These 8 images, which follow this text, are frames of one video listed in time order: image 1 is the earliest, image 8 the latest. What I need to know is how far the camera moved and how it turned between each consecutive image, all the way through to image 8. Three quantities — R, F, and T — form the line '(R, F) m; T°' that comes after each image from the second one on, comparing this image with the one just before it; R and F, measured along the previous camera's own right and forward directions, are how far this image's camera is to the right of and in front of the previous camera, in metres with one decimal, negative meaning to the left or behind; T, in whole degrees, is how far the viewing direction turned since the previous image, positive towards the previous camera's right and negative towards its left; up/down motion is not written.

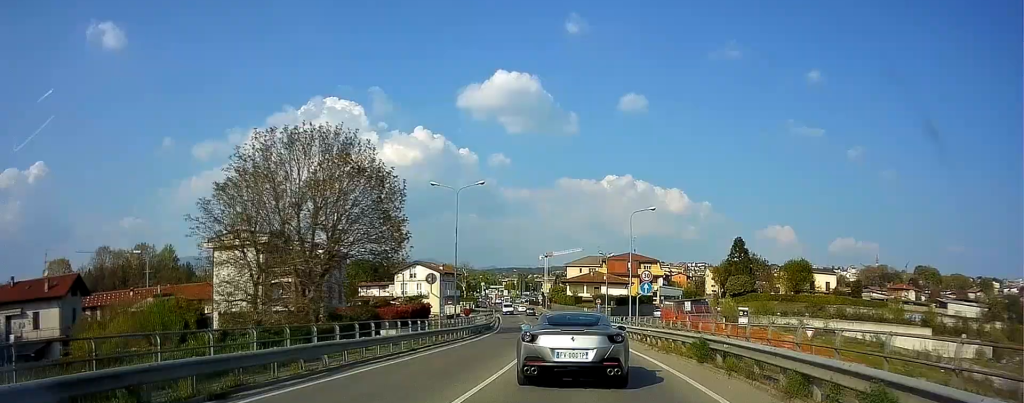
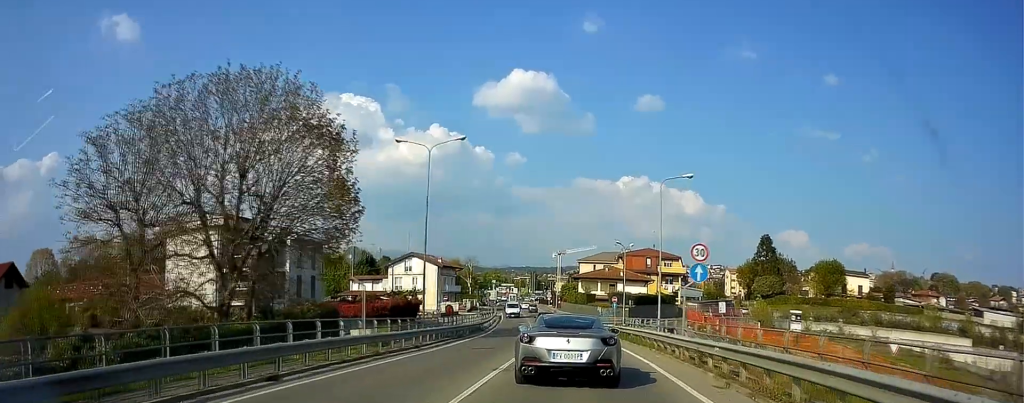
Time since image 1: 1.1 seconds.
(0.0, +11.9) m; -1°
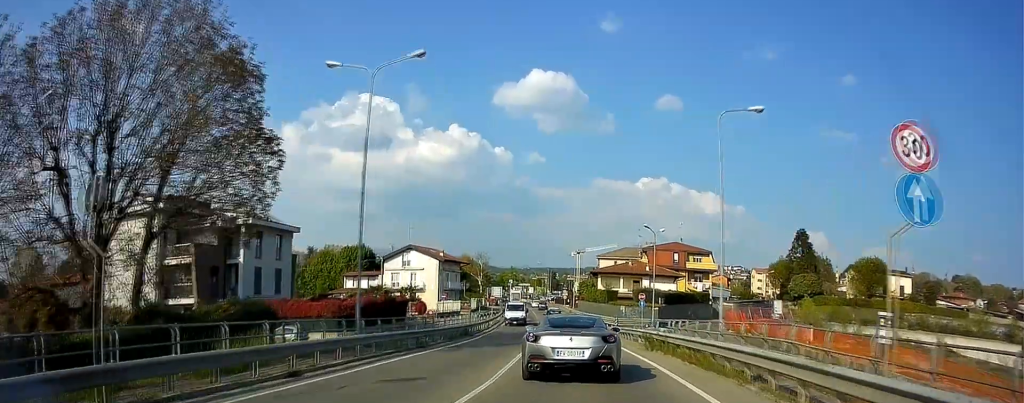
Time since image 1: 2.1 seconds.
(-0.1, +12.3) m; -2°
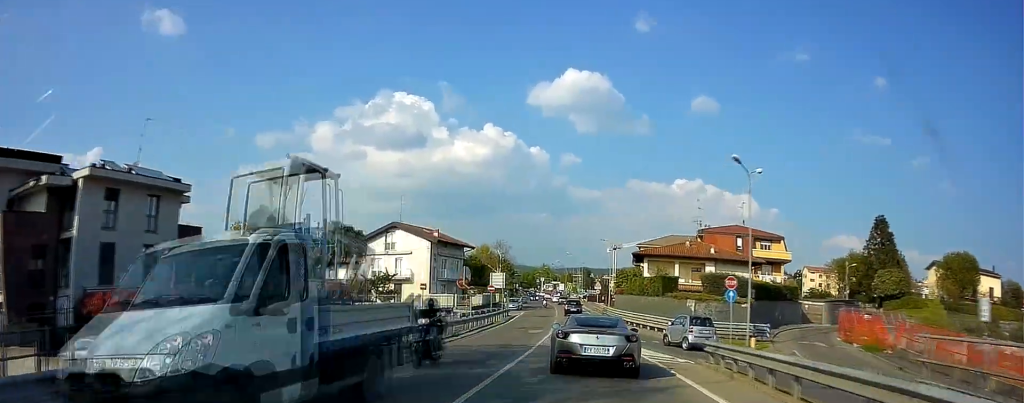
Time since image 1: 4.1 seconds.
(-1.1, +21.9) m; -5°
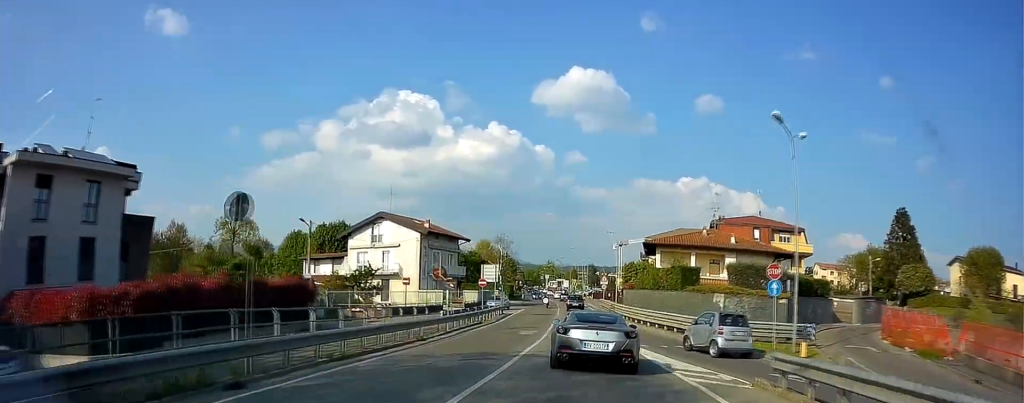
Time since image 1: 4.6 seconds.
(-0.1, +5.3) m; 0°
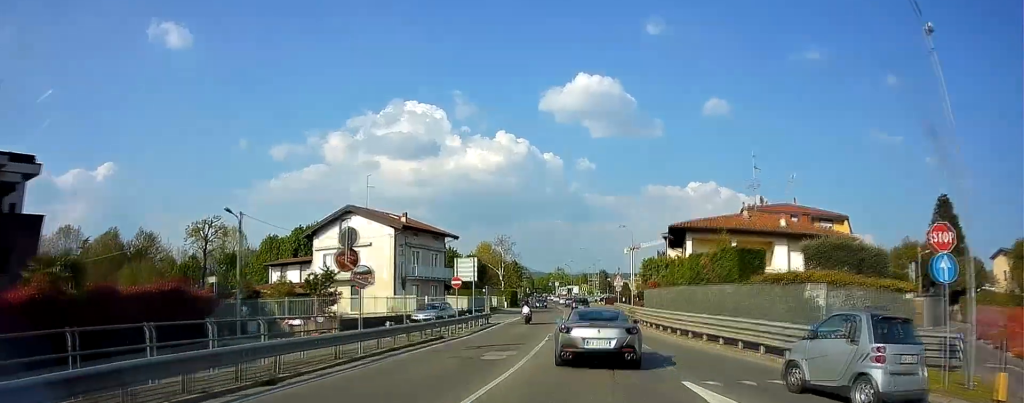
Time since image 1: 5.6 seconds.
(+0.2, +10.4) m; -1°
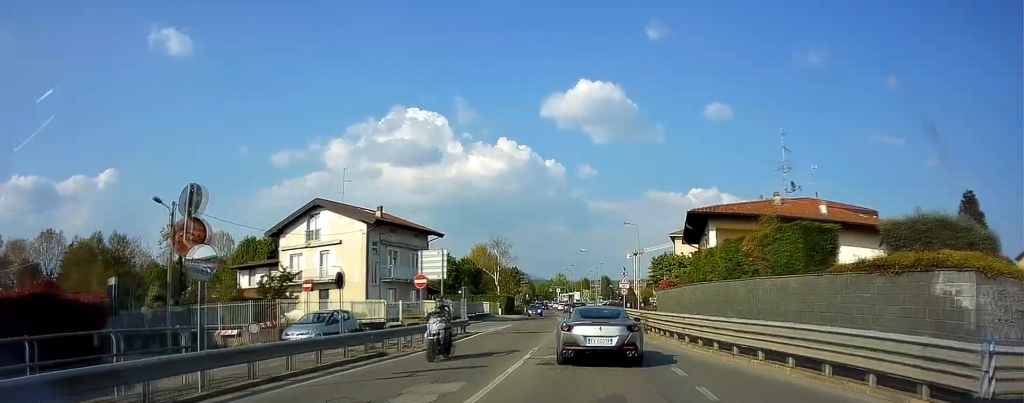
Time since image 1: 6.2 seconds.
(-0.3, +7.2) m; 0°
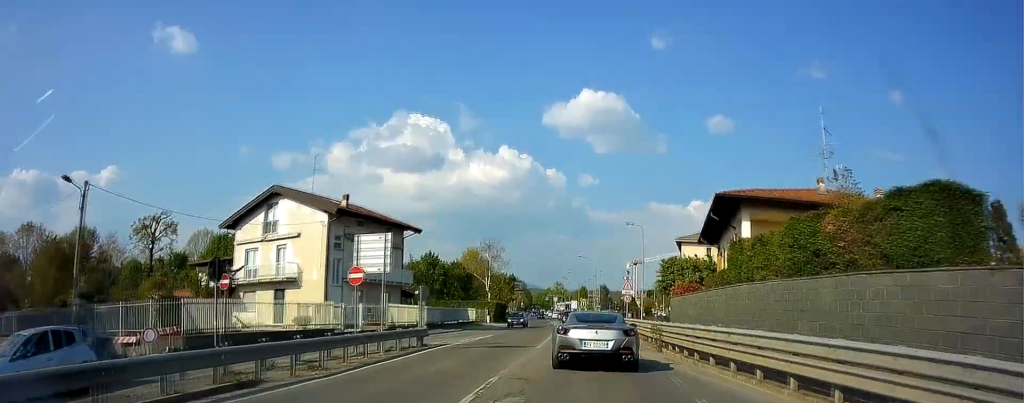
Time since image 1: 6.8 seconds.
(-0.2, +7.3) m; 0°
